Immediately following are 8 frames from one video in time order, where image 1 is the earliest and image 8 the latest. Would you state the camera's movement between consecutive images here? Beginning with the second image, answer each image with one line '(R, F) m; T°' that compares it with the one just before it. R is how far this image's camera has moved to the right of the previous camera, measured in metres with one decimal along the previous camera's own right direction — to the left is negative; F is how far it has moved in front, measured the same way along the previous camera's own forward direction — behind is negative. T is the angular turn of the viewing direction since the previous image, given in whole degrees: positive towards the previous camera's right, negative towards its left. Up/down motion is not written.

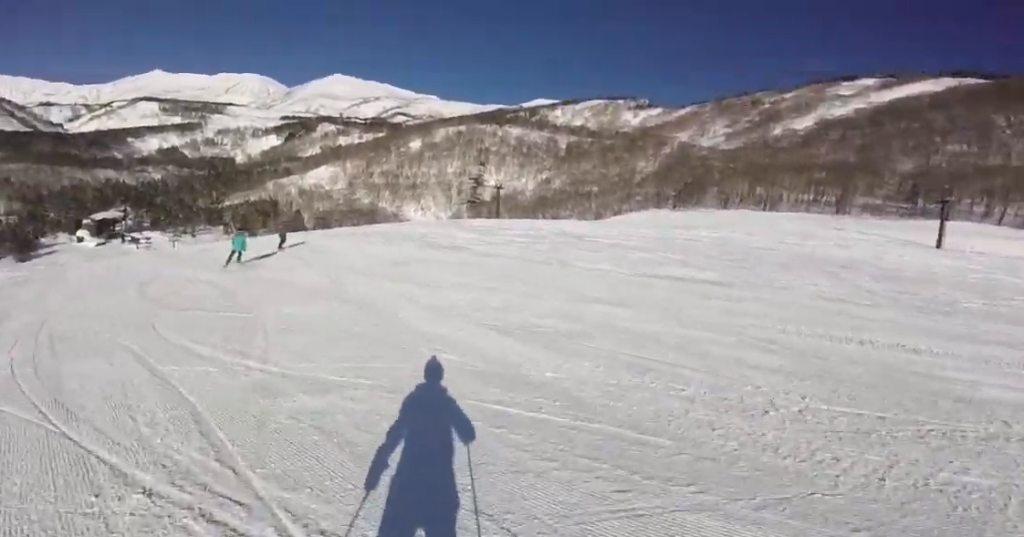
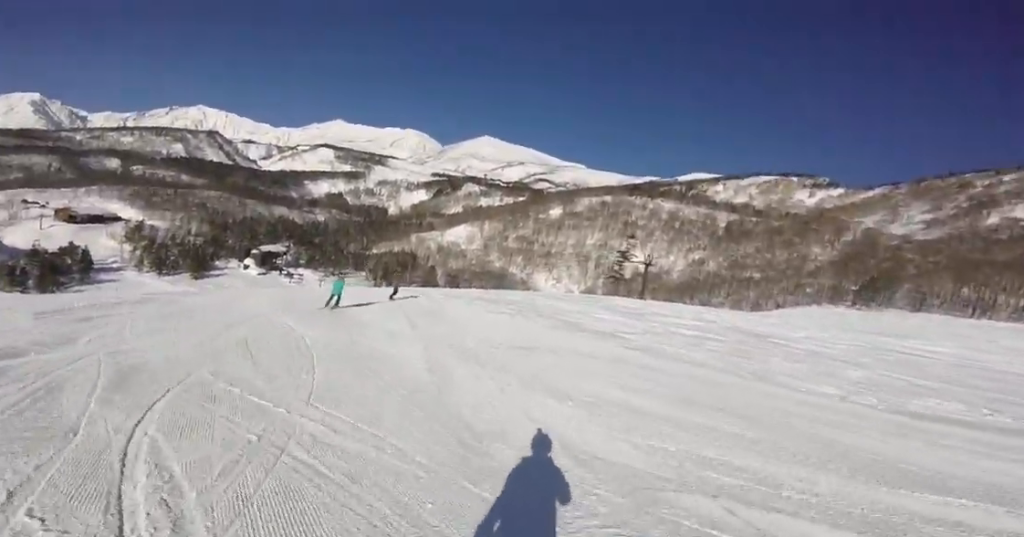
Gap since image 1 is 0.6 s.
(-0.1, +6.1) m; +3°
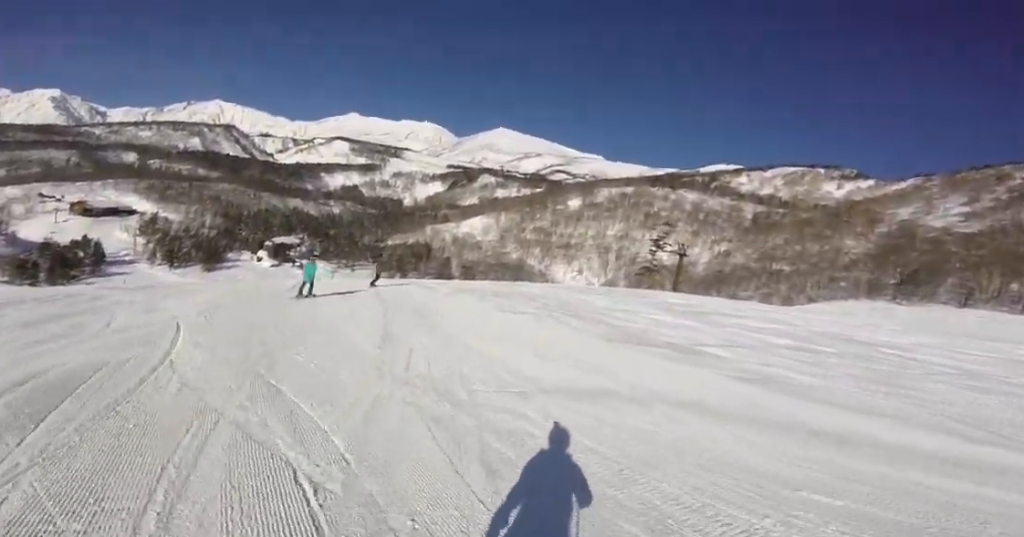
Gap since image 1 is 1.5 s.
(+0.5, +8.8) m; +4°
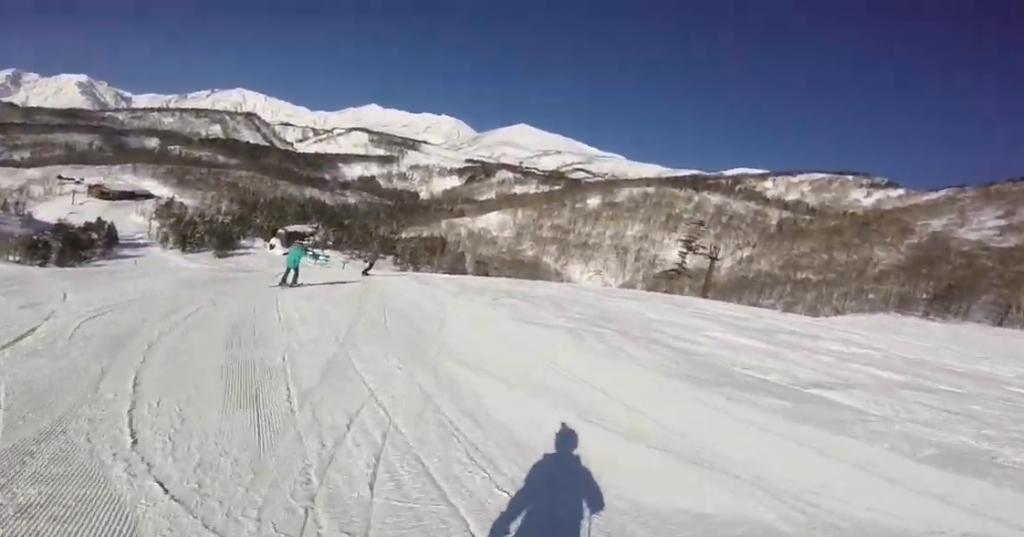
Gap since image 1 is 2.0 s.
(+0.1, +5.6) m; 0°
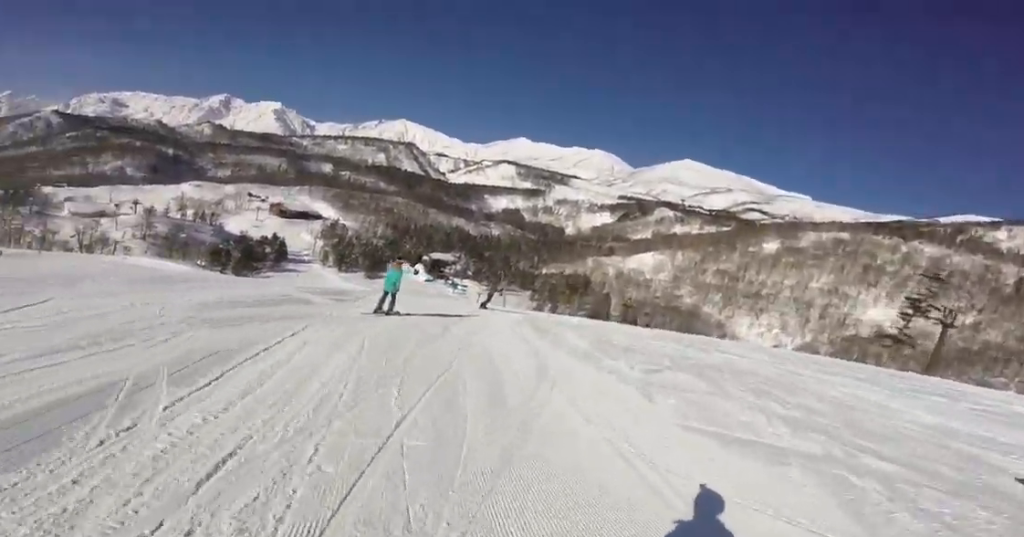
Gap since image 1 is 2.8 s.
(+0.1, +6.9) m; -3°
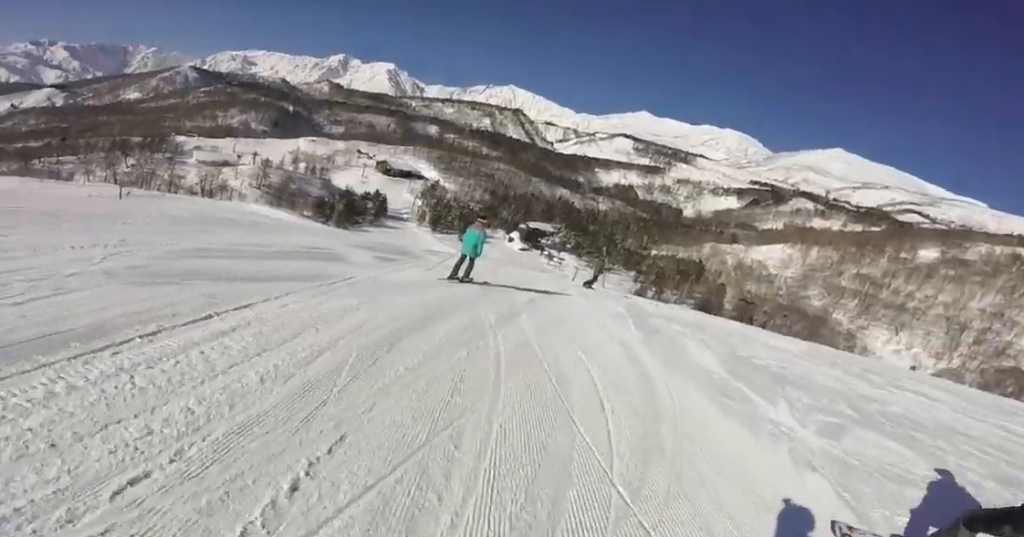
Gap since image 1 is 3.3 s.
(-0.3, +4.1) m; -2°
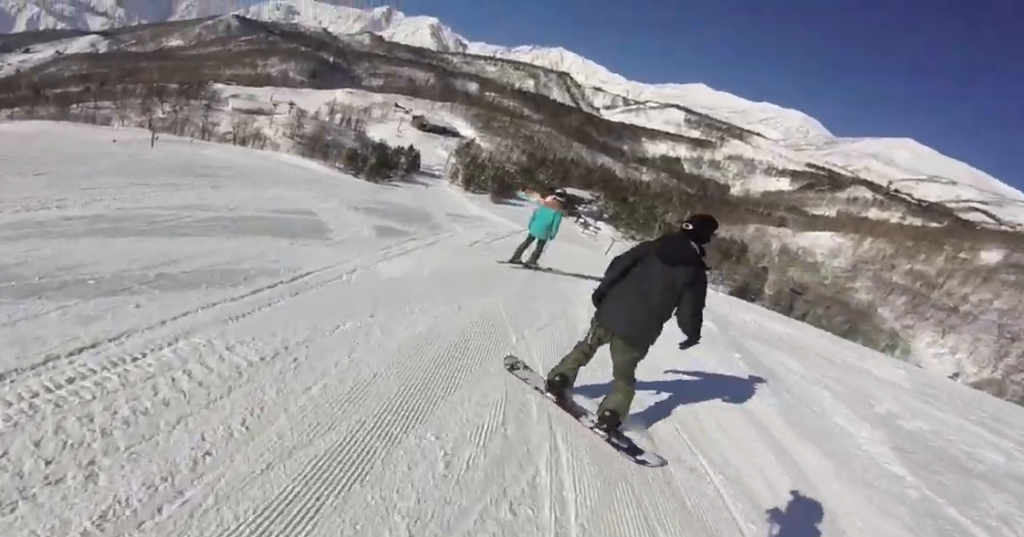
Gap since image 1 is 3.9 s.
(-0.1, +4.5) m; +1°
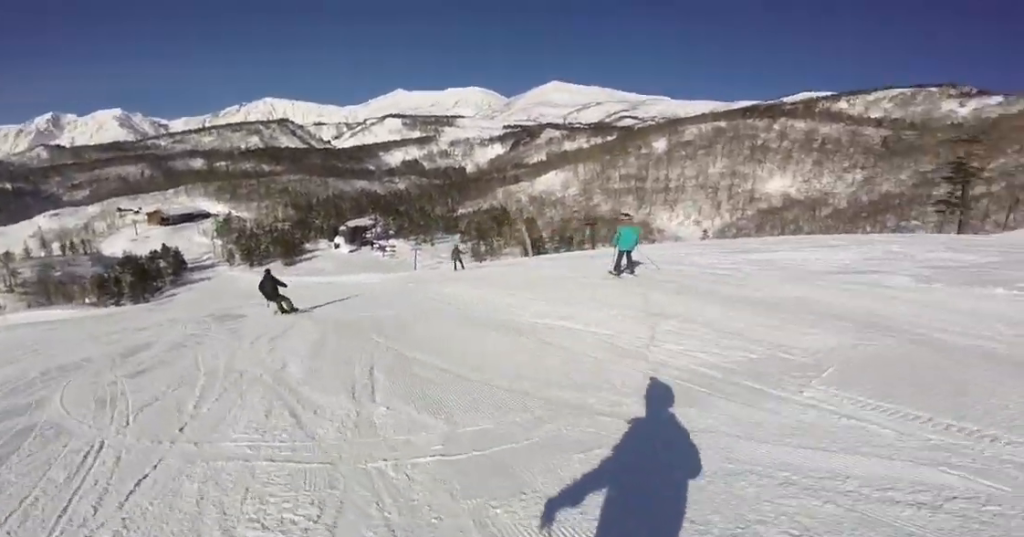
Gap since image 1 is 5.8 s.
(+2.2, +9.7) m; +45°
